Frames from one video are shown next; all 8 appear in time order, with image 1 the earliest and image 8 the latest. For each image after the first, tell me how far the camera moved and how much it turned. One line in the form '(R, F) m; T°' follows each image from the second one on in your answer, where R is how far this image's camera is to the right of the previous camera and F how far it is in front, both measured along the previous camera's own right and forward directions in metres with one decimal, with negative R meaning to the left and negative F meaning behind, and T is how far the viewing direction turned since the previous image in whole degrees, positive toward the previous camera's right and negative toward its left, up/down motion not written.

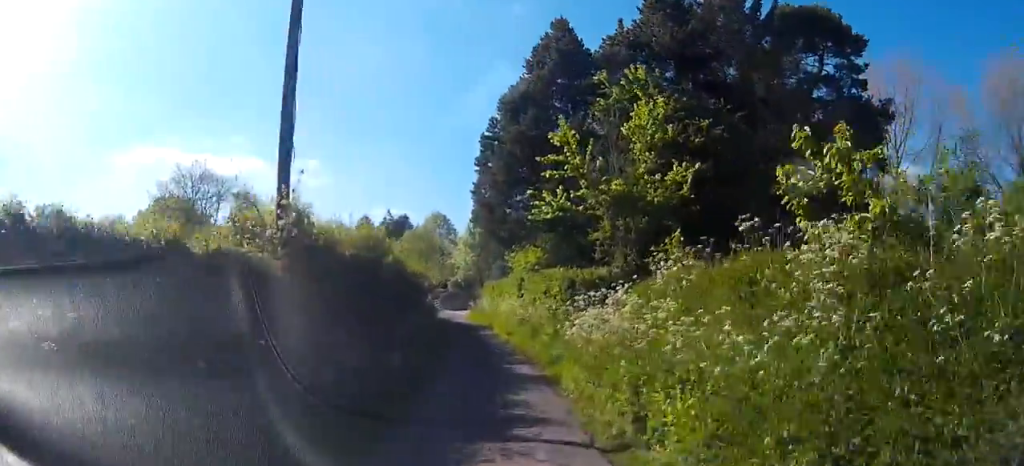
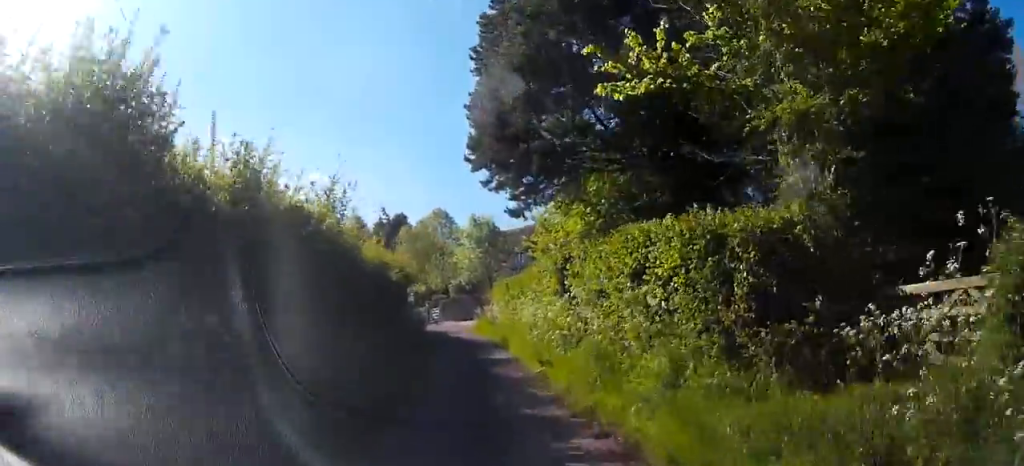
(+0.5, +10.7) m; +2°
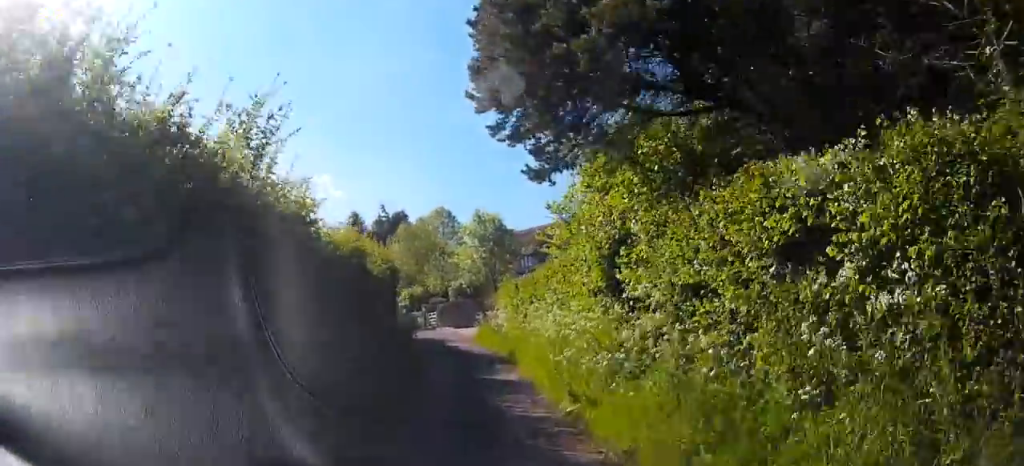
(-0.1, +4.3) m; 0°
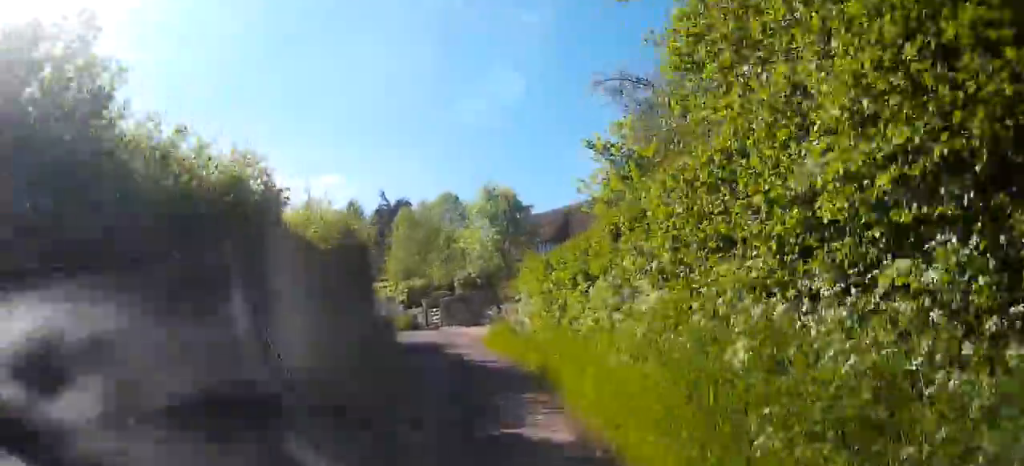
(-0.1, +7.2) m; -1°
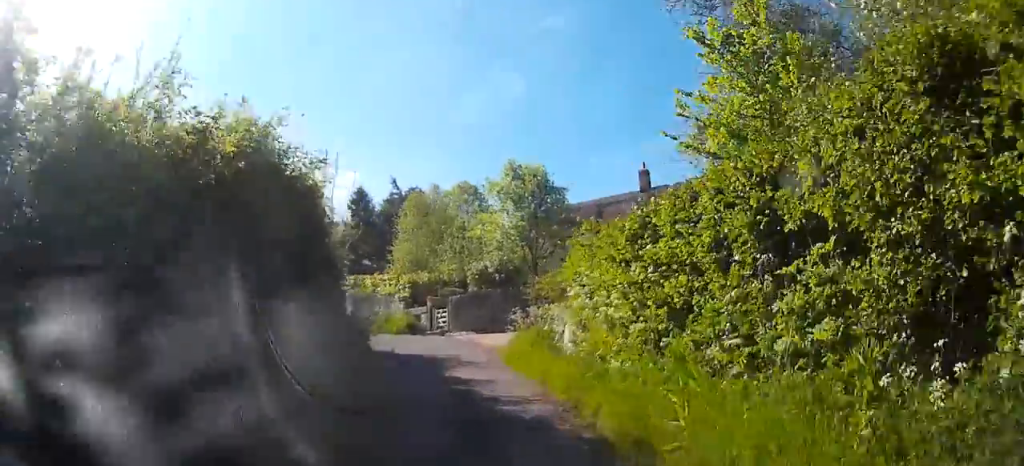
(+0.2, +6.4) m; -2°
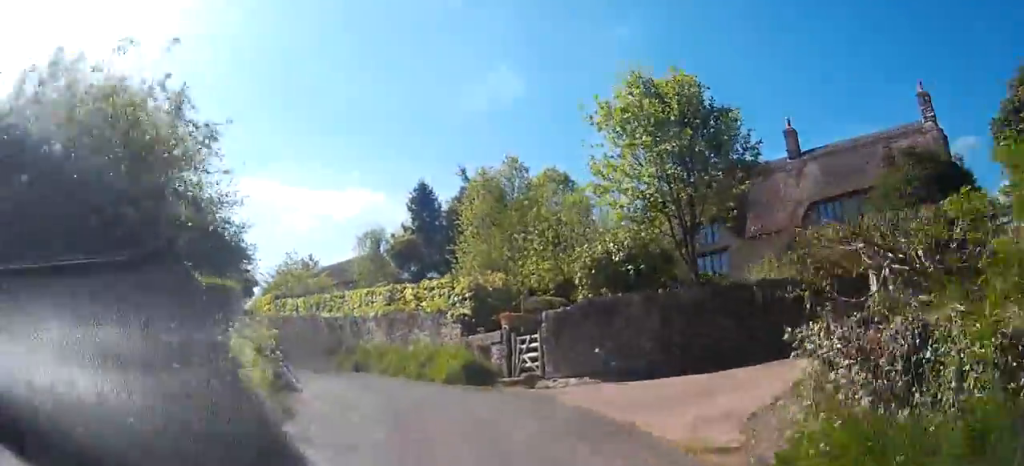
(-1.2, +12.3) m; -10°
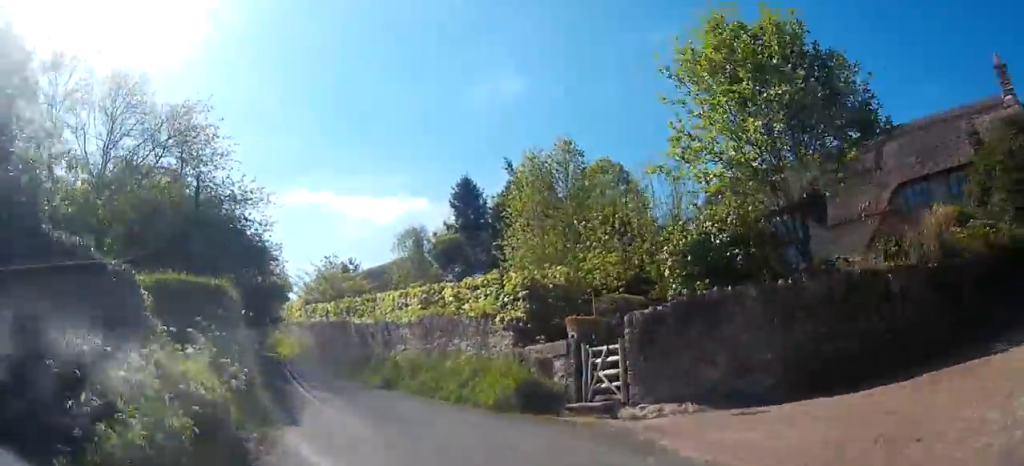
(+0.1, +3.4) m; -3°
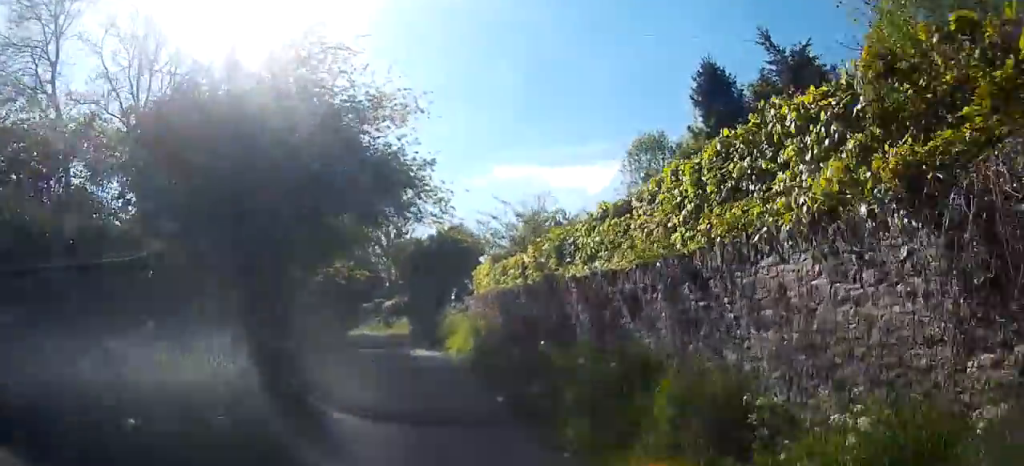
(-3.0, +13.6) m; -21°
